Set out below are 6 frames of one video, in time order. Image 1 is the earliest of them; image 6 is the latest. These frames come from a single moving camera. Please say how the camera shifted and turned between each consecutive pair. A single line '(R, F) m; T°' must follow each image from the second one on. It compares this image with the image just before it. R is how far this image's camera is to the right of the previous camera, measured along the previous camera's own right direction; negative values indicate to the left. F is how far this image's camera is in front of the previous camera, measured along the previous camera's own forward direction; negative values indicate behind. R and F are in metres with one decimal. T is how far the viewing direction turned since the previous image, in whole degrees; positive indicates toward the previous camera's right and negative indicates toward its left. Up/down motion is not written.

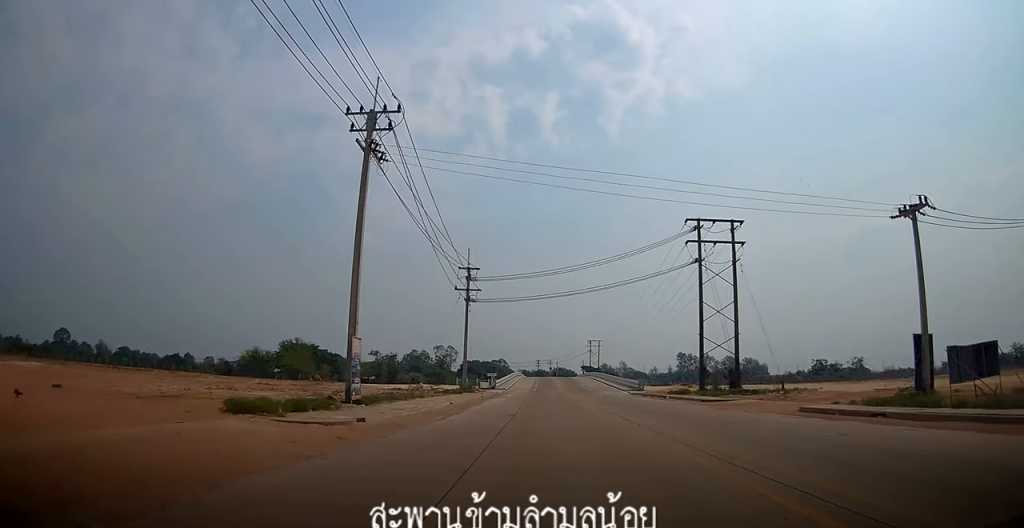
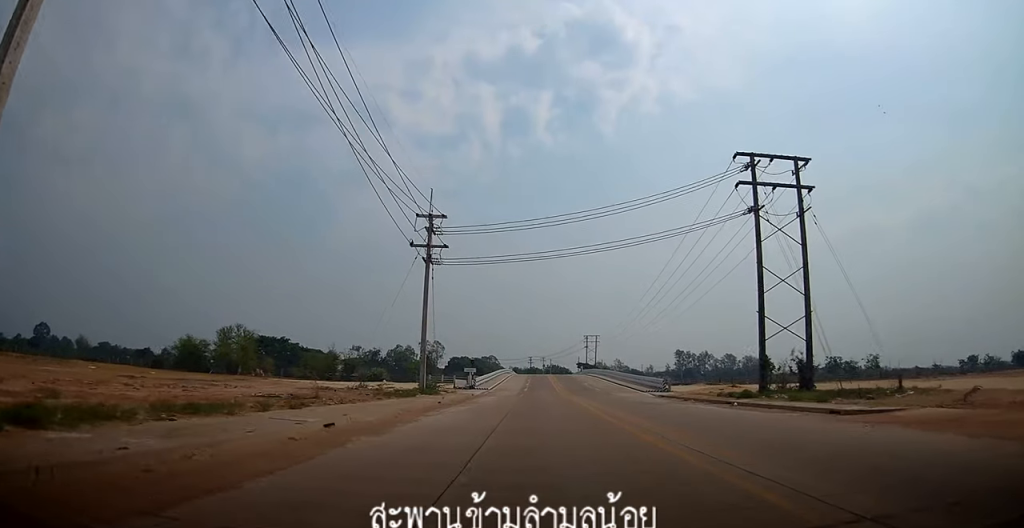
(-0.2, +17.0) m; -1°
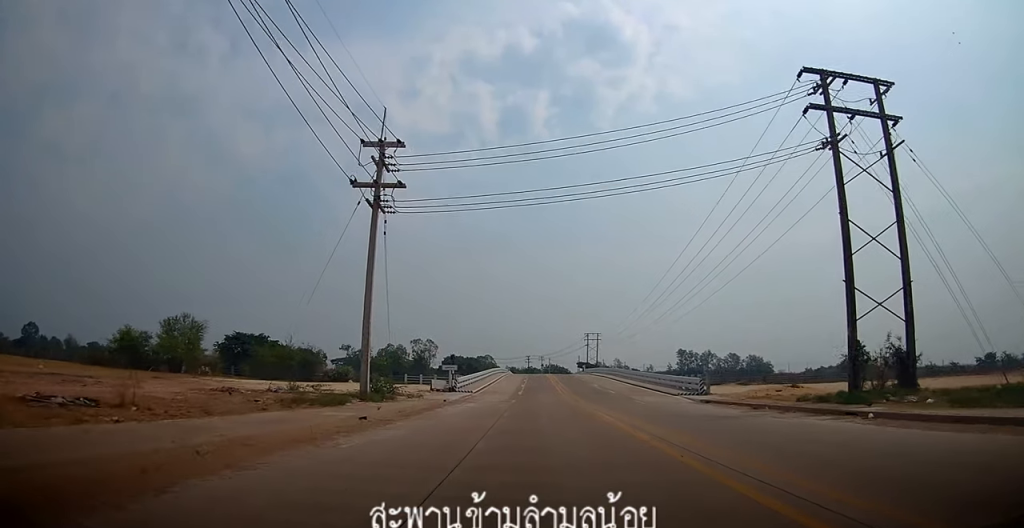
(0.0, +12.3) m; 0°
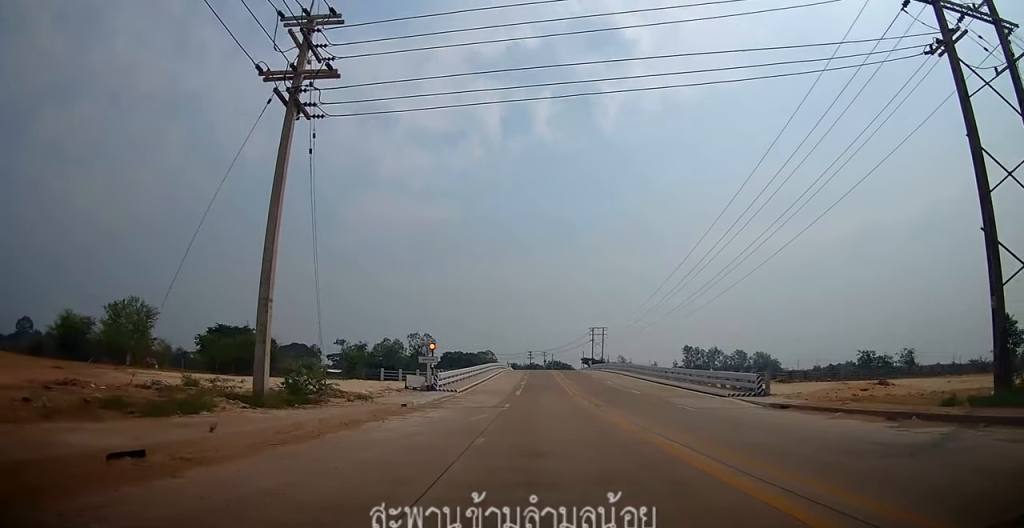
(0.0, +10.1) m; -1°
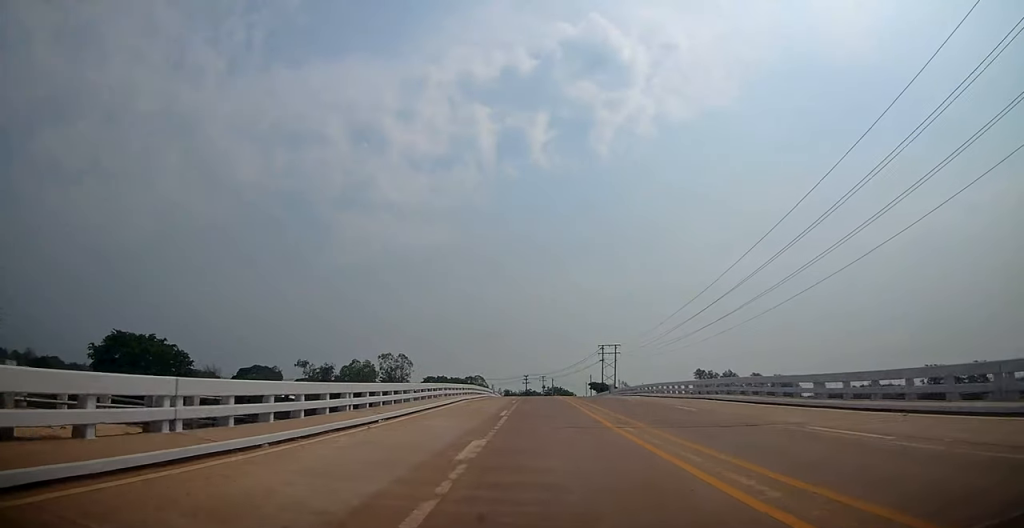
(-0.2, +37.1) m; +2°
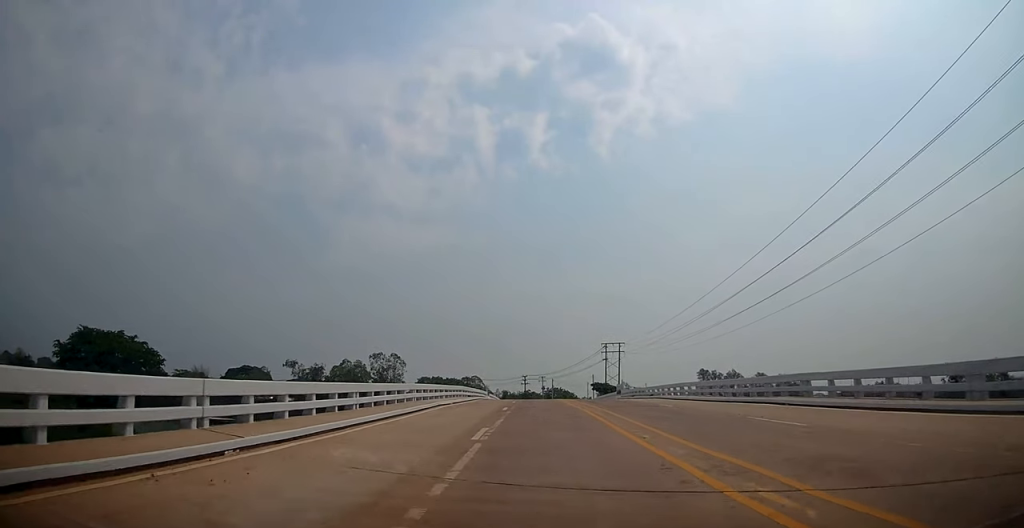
(0.0, +9.5) m; 0°
